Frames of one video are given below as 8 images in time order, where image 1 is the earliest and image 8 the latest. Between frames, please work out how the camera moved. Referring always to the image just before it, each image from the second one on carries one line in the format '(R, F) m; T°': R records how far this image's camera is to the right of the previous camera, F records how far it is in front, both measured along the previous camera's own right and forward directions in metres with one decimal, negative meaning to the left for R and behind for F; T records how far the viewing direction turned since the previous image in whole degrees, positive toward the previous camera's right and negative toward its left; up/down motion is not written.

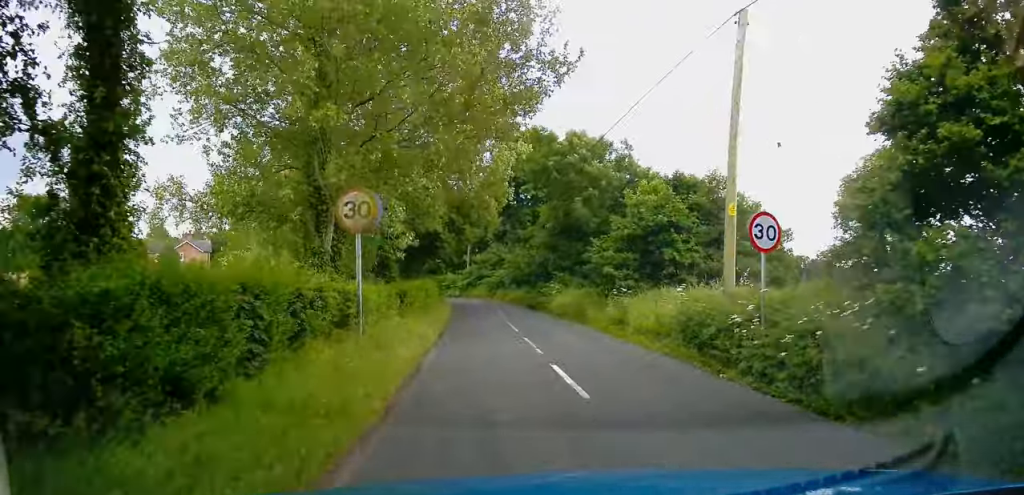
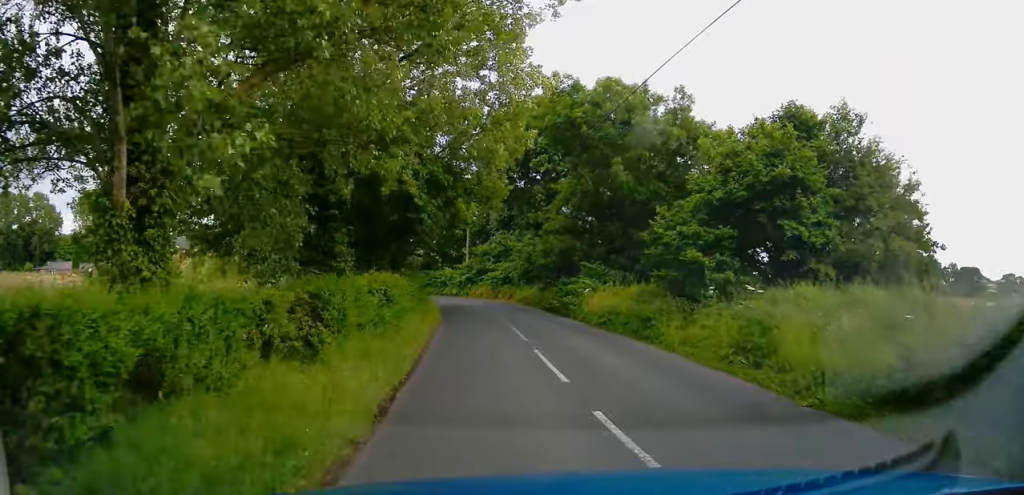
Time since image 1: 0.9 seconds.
(0.0, +10.1) m; 0°
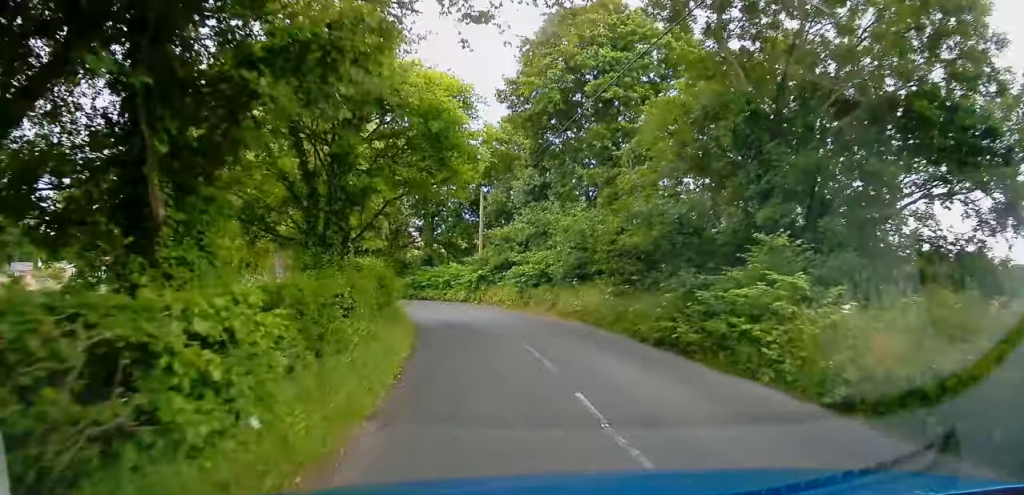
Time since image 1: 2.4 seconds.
(0.0, +17.1) m; -2°
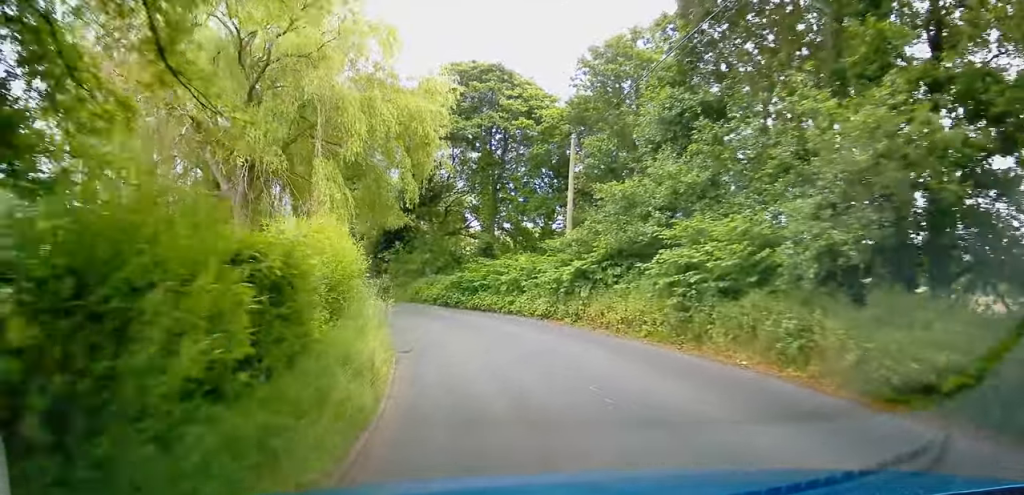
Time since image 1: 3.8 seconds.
(-1.0, +16.4) m; -7°
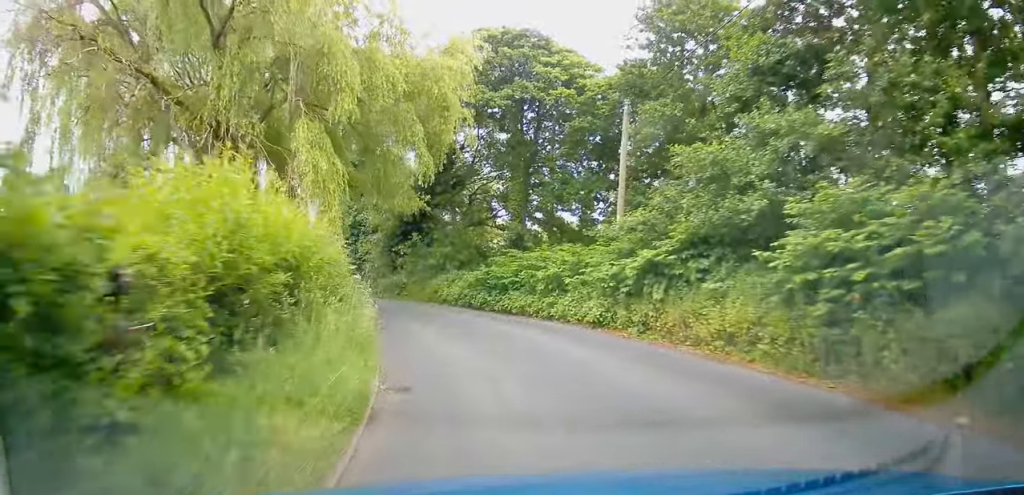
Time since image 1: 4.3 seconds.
(0.0, +5.2) m; -2°
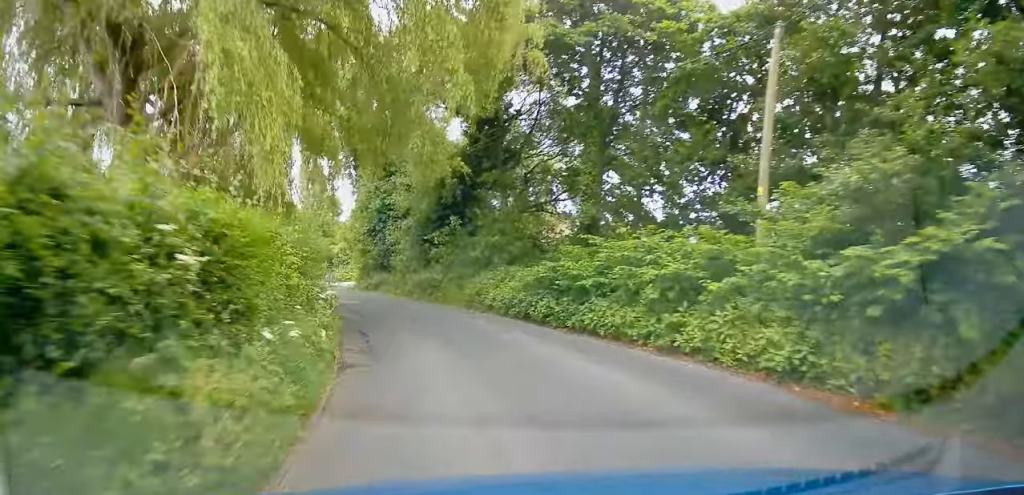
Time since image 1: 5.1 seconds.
(-0.4, +8.1) m; -5°
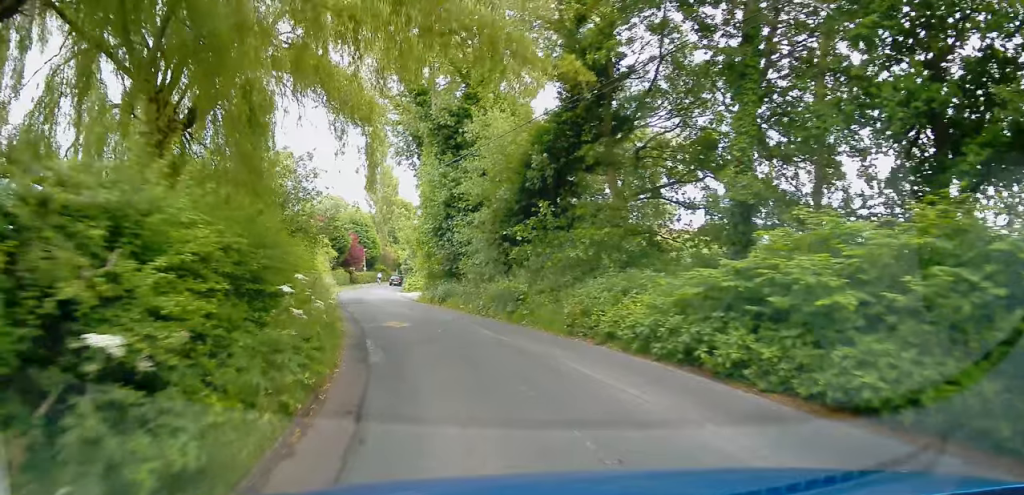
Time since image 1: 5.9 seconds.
(-0.4, +7.9) m; -6°
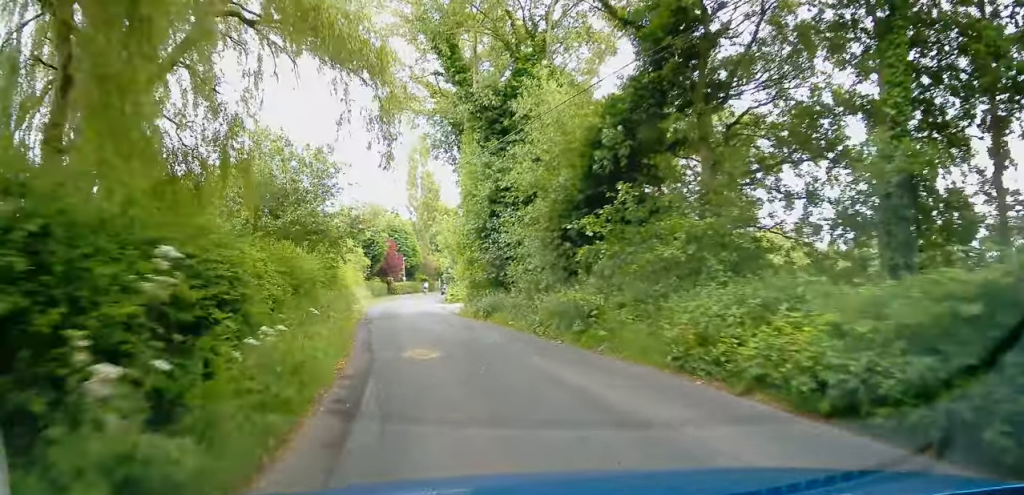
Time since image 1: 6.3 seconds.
(0.0, +4.8) m; -4°
